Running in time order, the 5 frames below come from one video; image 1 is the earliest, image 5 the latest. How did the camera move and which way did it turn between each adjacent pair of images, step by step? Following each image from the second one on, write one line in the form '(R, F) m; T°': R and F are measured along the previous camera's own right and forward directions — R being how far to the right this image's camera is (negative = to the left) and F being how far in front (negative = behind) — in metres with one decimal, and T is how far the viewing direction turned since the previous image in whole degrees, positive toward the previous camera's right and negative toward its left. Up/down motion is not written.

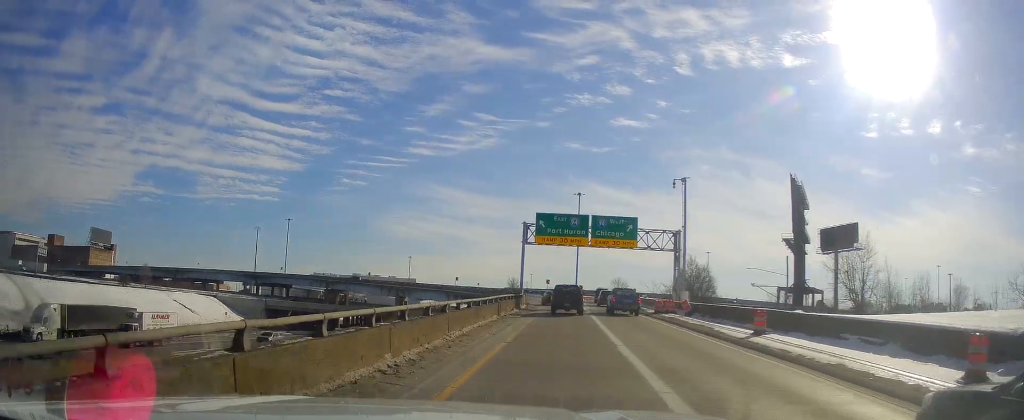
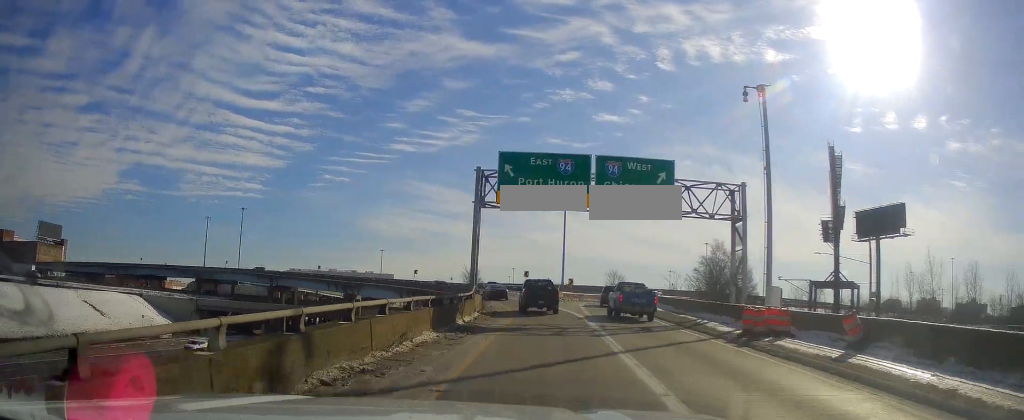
(+0.2, +24.3) m; +2°
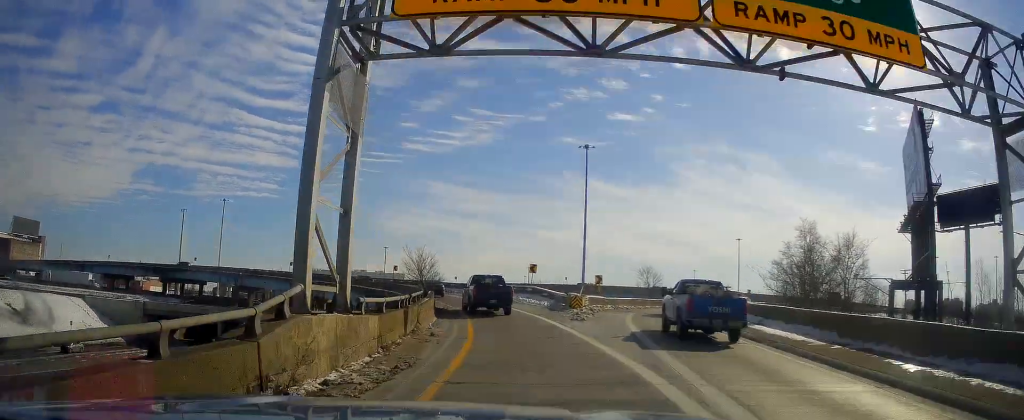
(+0.3, +23.9) m; 0°
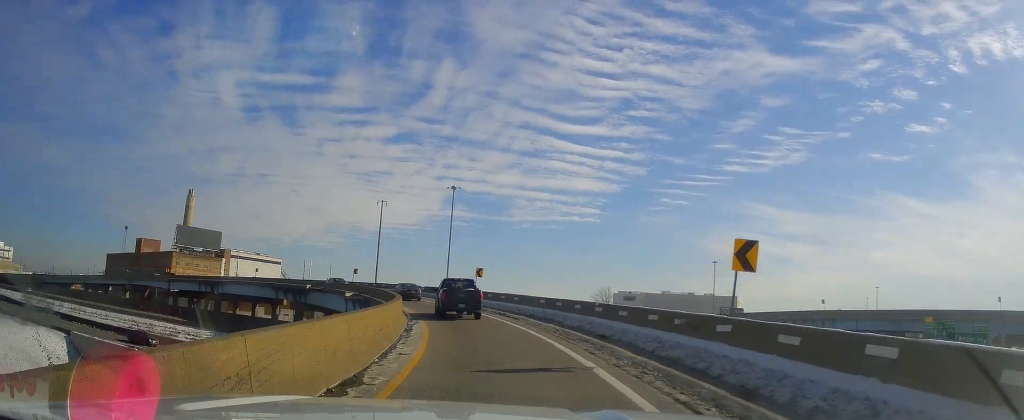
(-14.0, +70.5) m; -31°
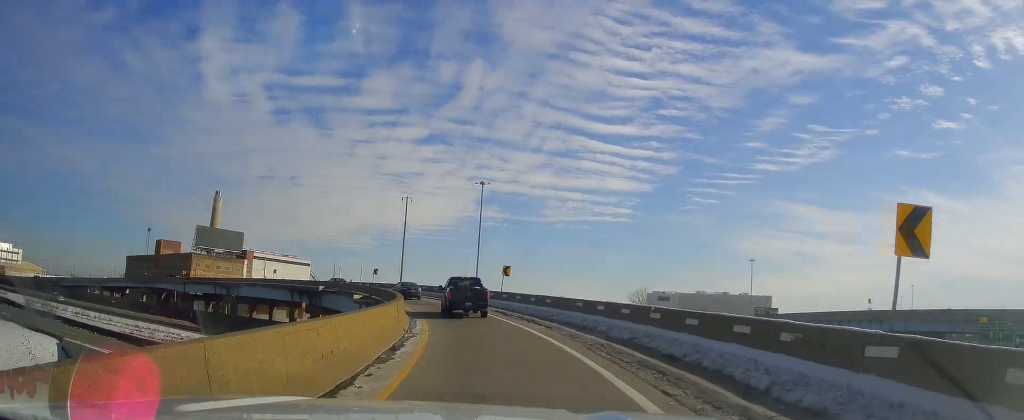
(-0.2, +5.9) m; -3°
